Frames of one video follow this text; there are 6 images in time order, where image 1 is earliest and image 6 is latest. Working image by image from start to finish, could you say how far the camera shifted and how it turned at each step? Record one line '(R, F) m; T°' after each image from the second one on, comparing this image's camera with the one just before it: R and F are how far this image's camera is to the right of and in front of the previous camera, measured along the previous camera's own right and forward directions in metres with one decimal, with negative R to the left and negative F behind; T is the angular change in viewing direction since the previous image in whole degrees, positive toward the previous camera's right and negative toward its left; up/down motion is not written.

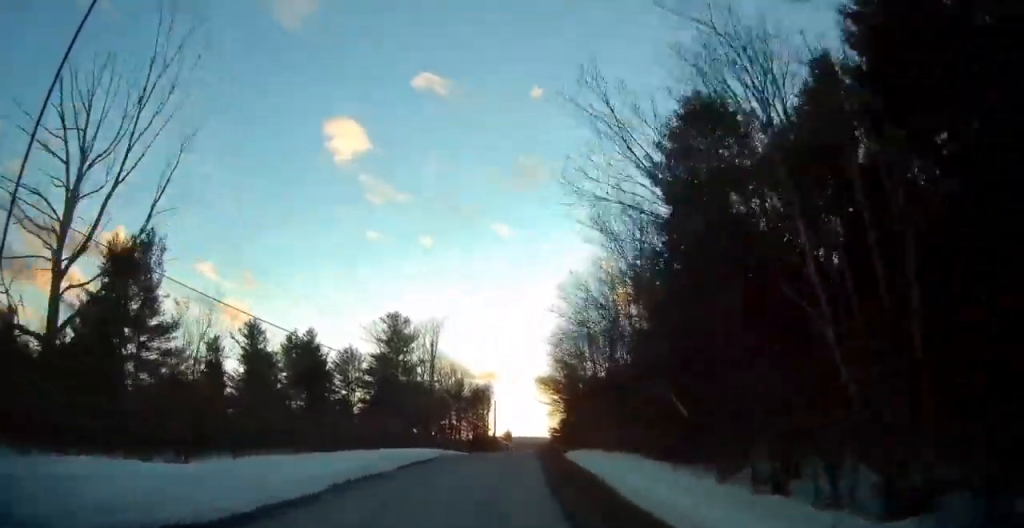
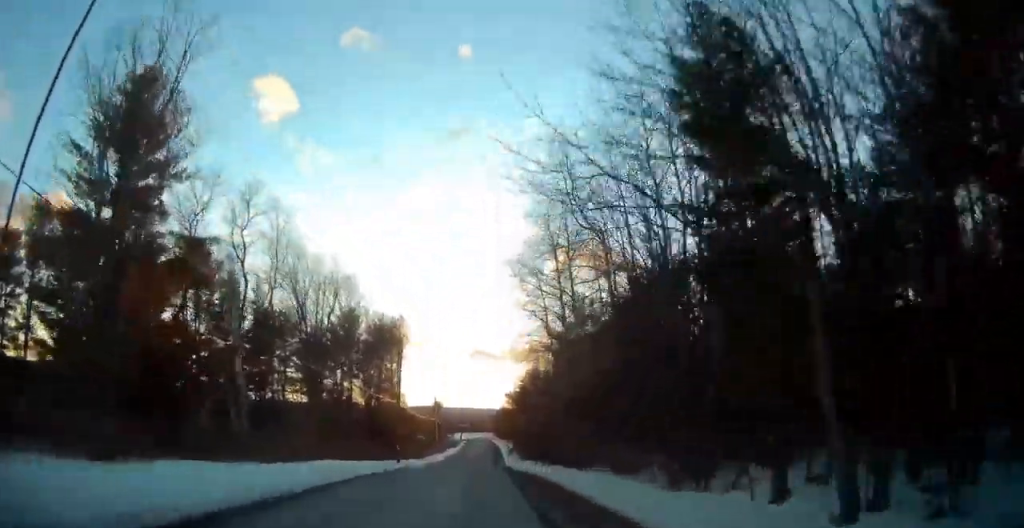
(+5.8, +53.5) m; +9°
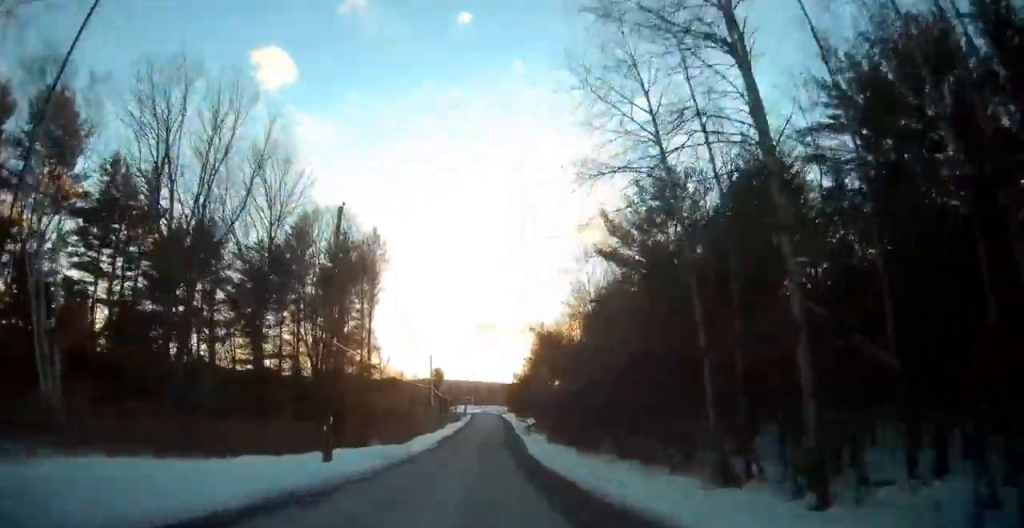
(-0.5, +26.0) m; -1°
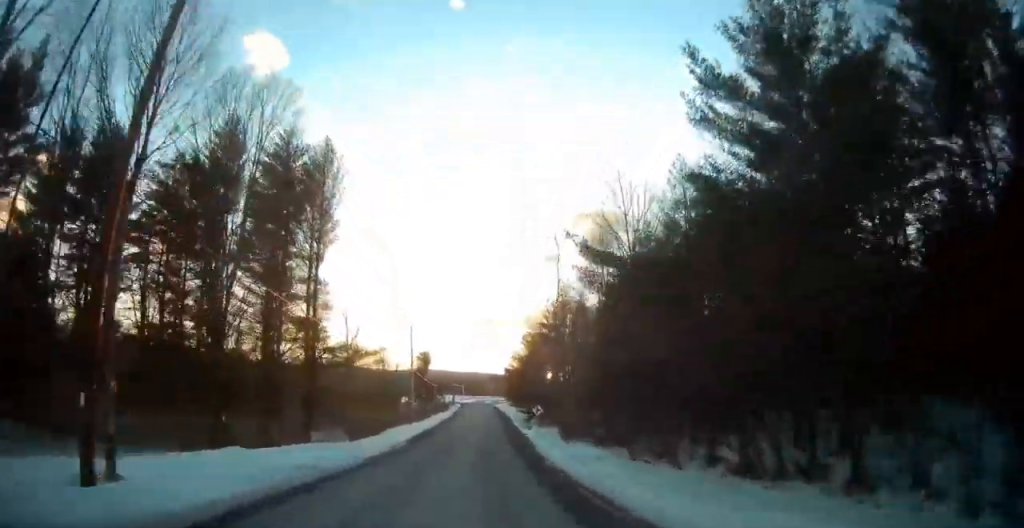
(0.0, +16.2) m; +1°
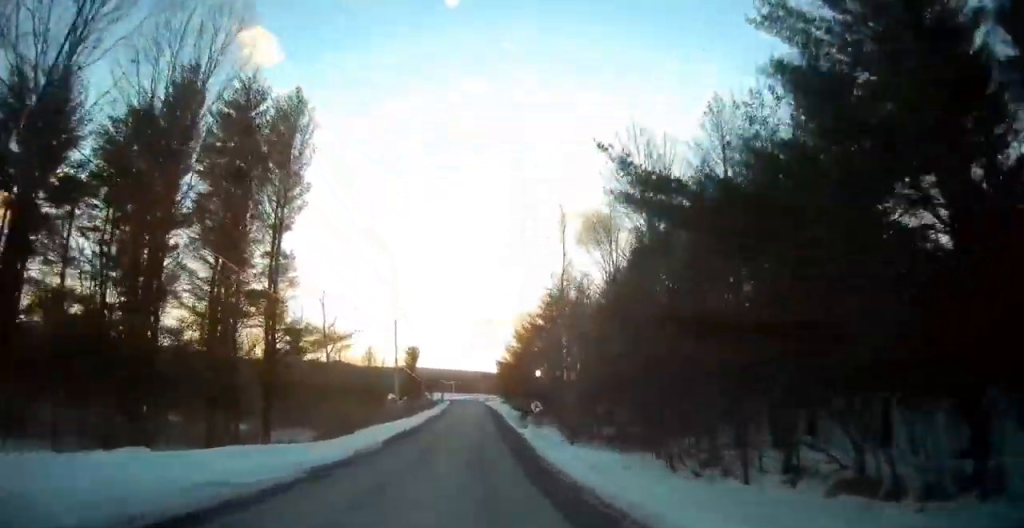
(-0.1, +6.3) m; +1°
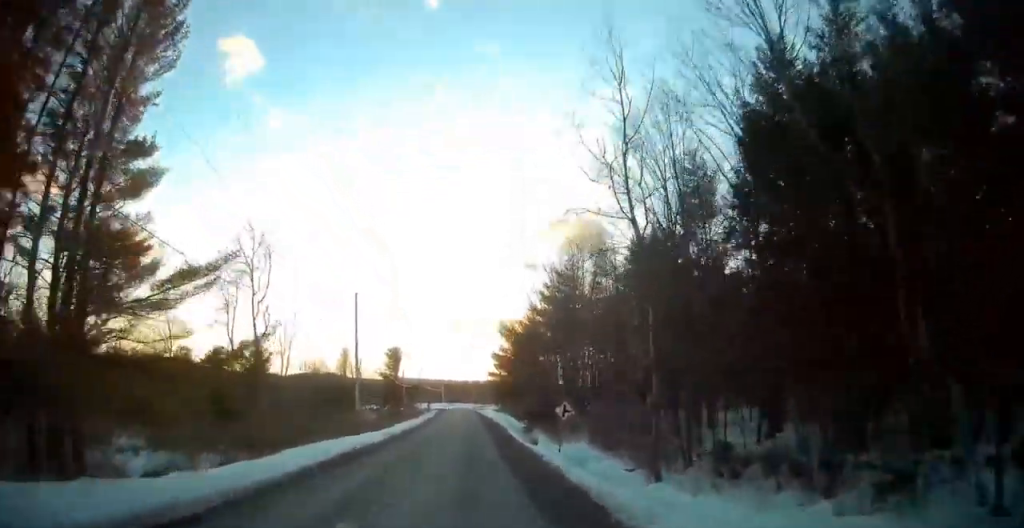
(+0.5, +17.8) m; +2°
